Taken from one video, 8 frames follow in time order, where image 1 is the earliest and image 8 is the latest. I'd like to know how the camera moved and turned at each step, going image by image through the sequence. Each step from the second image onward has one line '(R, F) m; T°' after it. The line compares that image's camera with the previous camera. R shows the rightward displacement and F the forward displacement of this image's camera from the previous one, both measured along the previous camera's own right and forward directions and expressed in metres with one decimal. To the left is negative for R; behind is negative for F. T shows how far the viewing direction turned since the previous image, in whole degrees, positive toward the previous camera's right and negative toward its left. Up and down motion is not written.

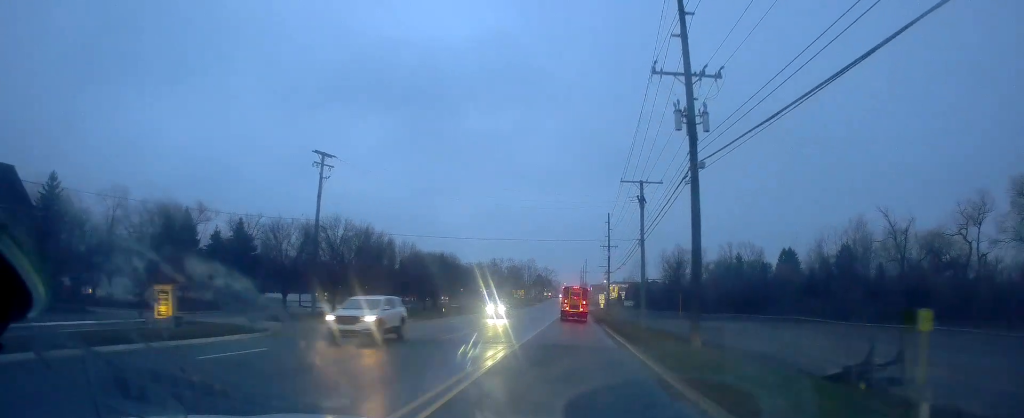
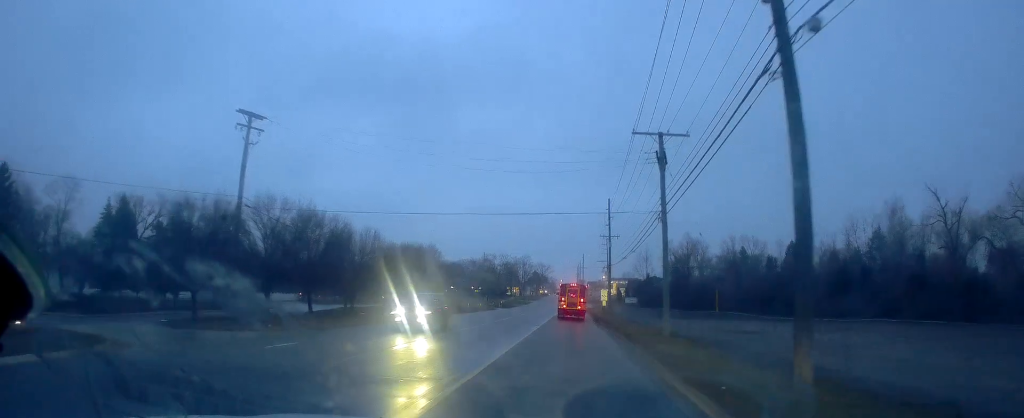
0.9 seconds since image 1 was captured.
(+0.3, +11.3) m; +2°
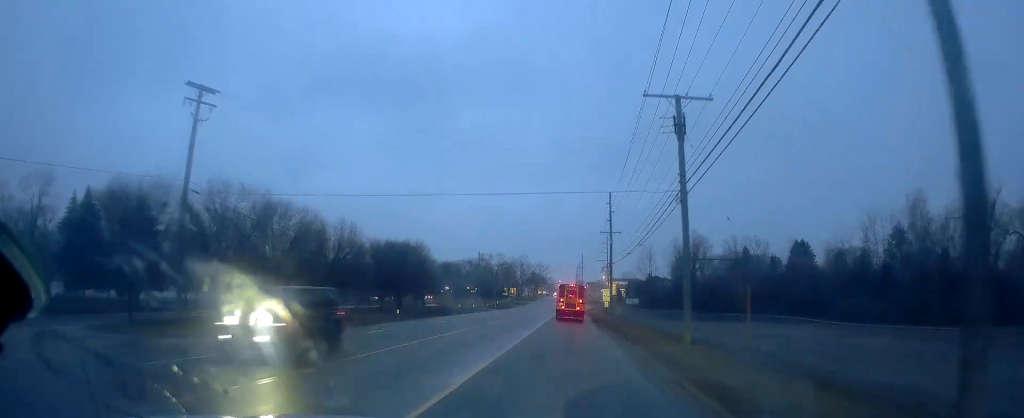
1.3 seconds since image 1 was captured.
(0.0, +5.8) m; 0°
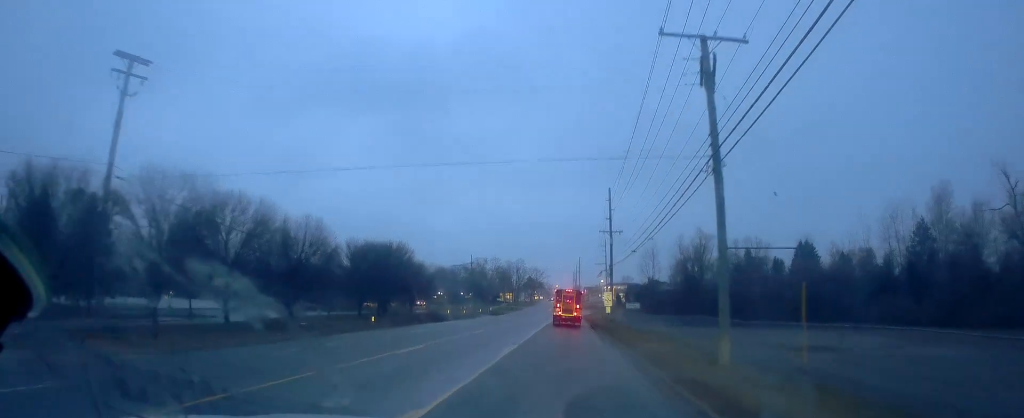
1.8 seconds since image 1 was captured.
(0.0, +6.2) m; 0°
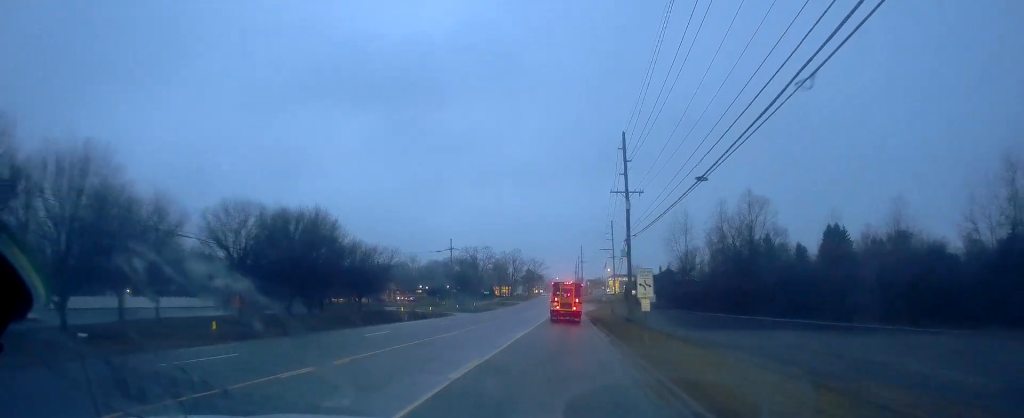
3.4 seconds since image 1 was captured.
(-0.8, +22.8) m; -3°
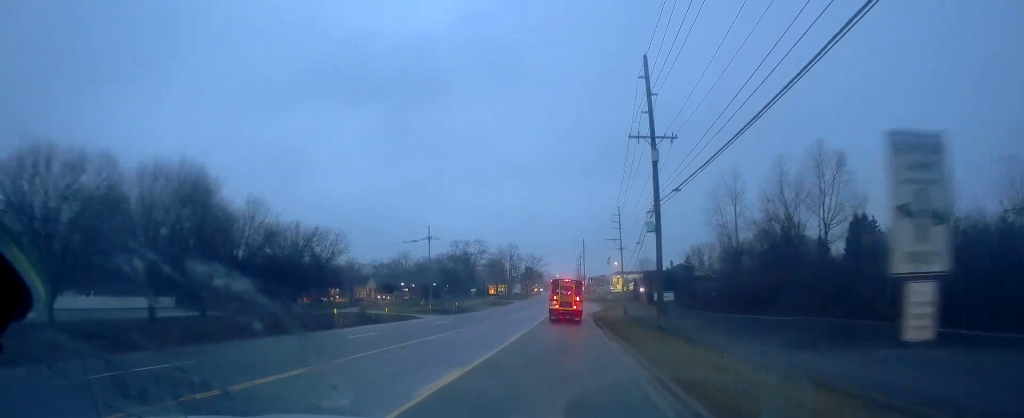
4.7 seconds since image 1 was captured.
(+0.2, +17.9) m; +3°
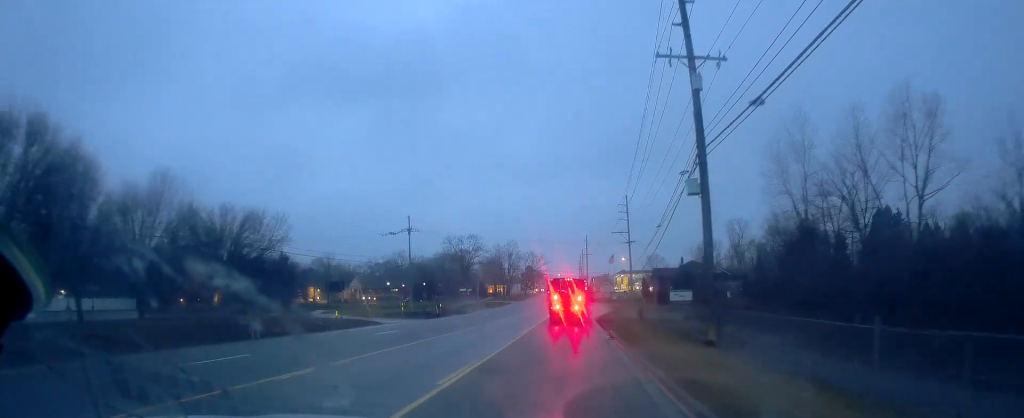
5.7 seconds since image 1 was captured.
(+0.2, +12.8) m; 0°
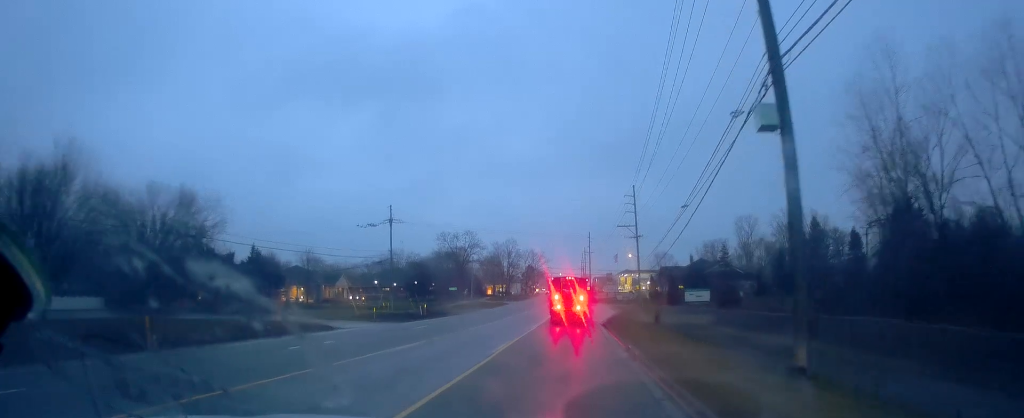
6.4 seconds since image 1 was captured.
(-0.1, +9.3) m; -1°
